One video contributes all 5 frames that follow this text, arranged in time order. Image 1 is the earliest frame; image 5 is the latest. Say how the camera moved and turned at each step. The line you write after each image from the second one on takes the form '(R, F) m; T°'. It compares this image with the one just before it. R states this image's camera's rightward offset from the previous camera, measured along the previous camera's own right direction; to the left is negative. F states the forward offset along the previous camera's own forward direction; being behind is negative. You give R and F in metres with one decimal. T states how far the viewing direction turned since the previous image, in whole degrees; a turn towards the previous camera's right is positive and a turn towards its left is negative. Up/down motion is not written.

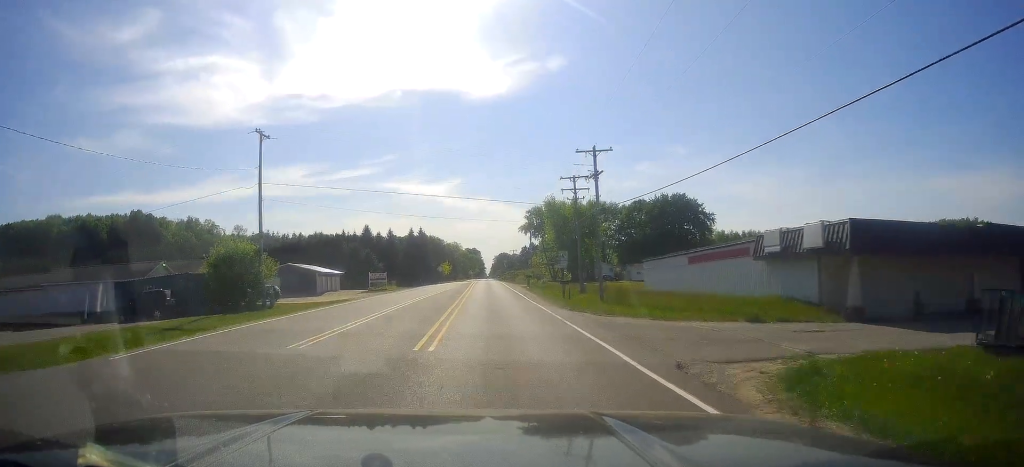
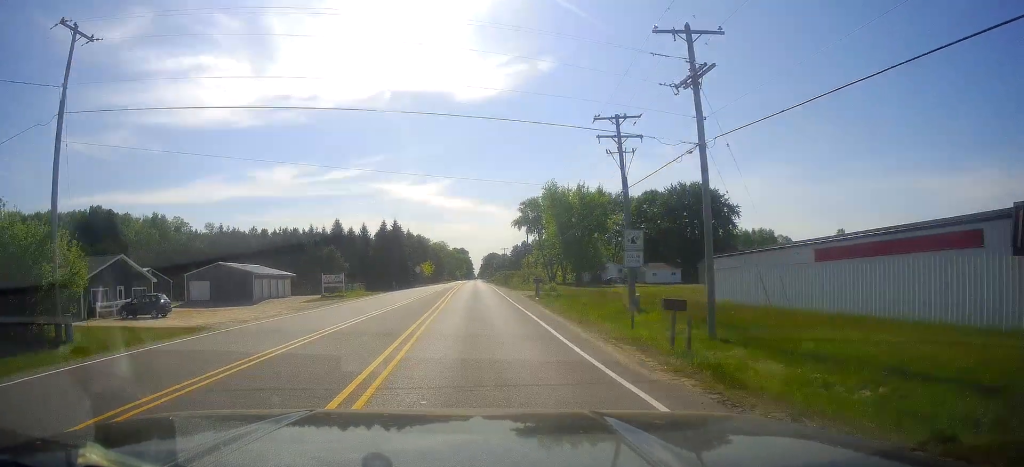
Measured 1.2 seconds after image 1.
(+0.2, +20.7) m; 0°
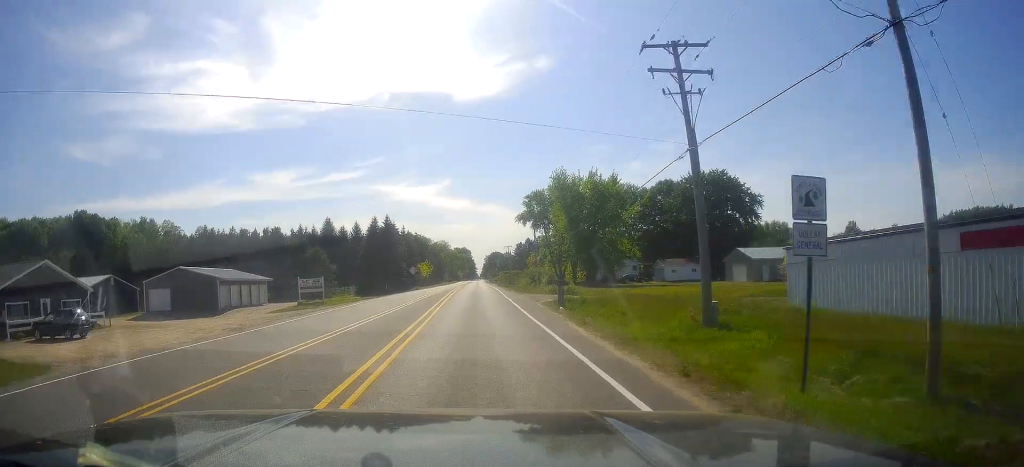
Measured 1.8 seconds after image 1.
(-0.3, +10.0) m; 0°
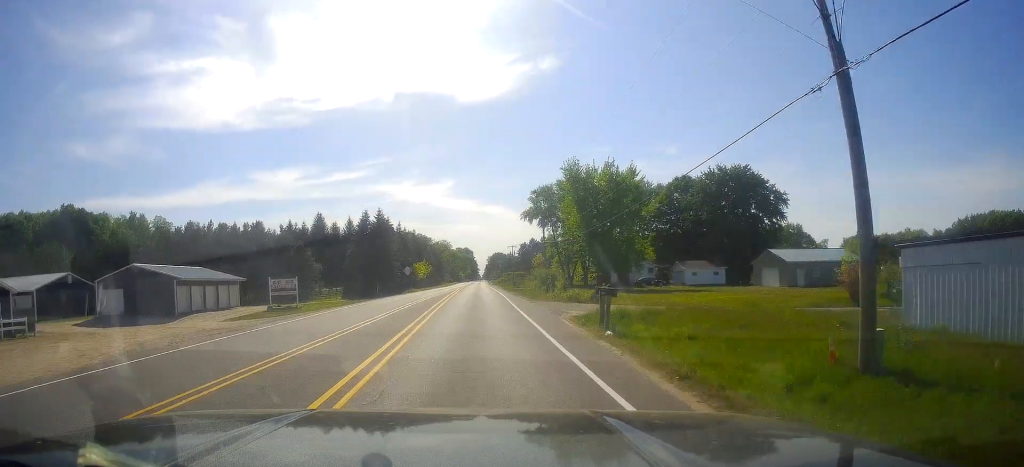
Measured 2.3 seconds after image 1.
(+0.2, +9.2) m; 0°
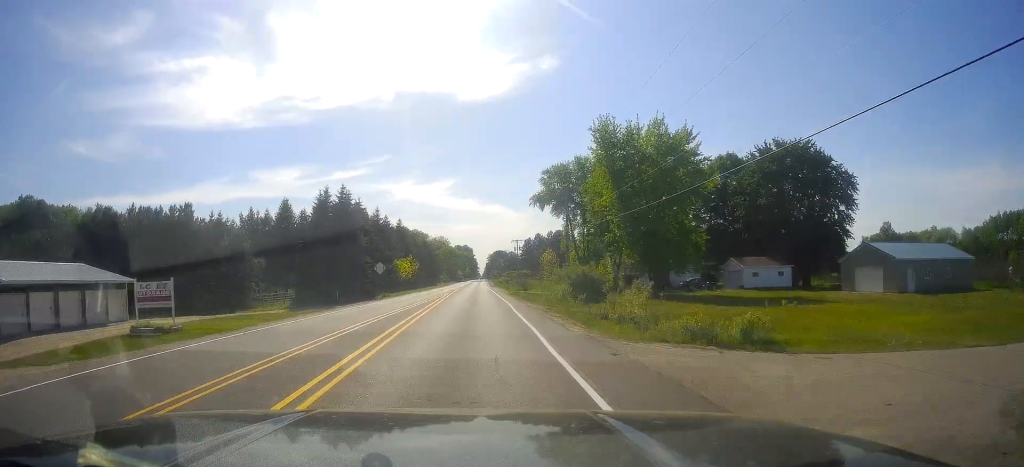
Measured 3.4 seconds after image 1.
(0.0, +21.6) m; 0°
